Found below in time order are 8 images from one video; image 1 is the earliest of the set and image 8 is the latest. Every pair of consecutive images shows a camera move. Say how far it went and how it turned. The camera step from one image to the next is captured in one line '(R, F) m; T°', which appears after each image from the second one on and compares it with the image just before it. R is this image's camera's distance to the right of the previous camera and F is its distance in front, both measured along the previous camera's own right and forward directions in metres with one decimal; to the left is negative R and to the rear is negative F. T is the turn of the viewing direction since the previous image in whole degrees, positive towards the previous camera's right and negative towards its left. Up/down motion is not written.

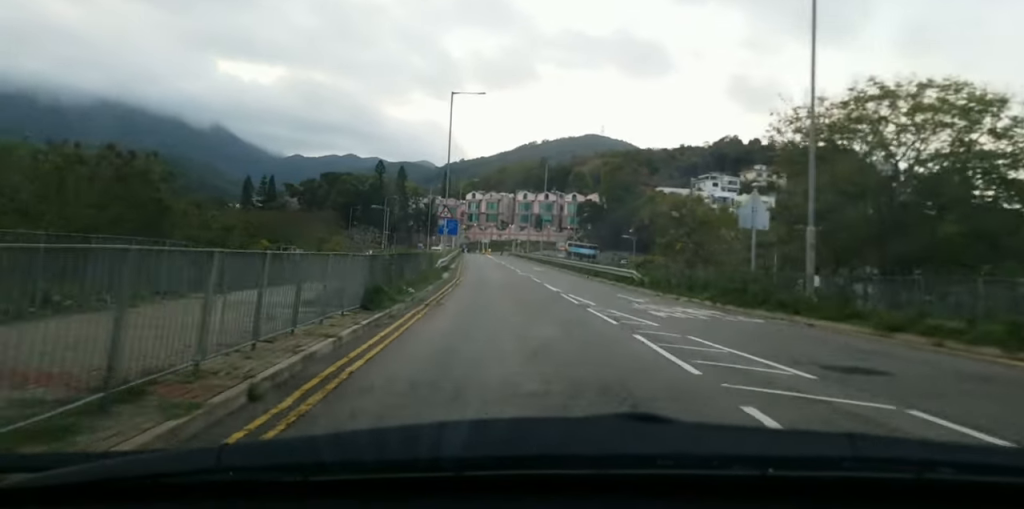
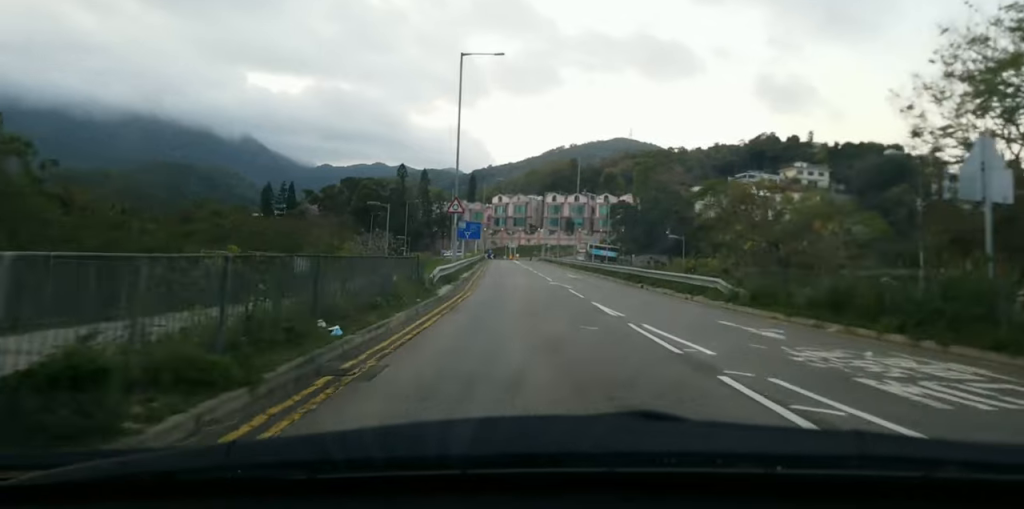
(+0.2, +11.4) m; -2°
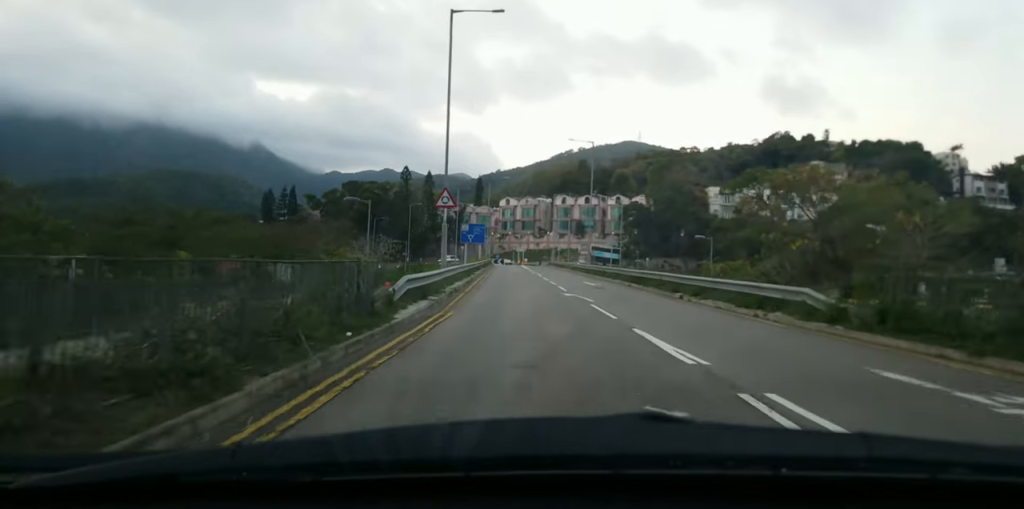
(-0.4, +7.6) m; -1°
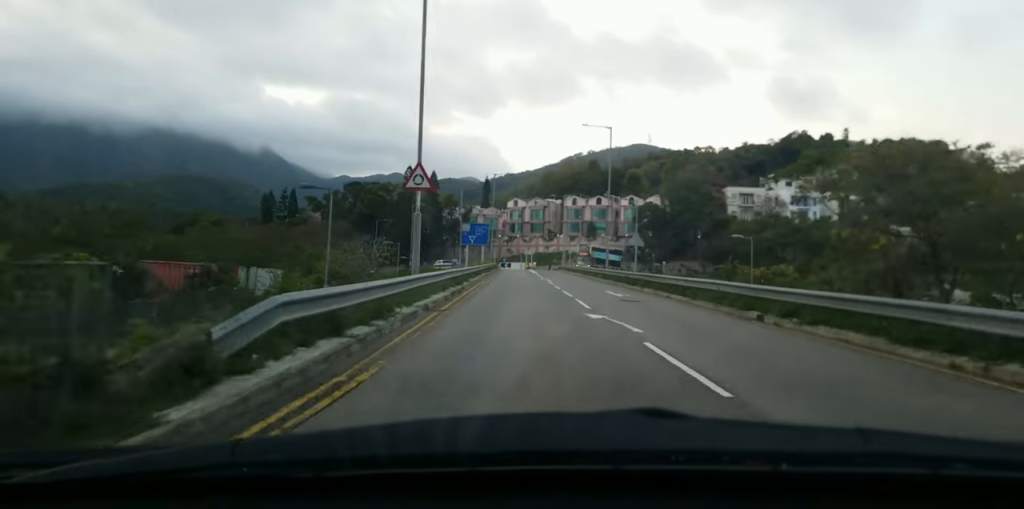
(-0.2, +9.1) m; -1°
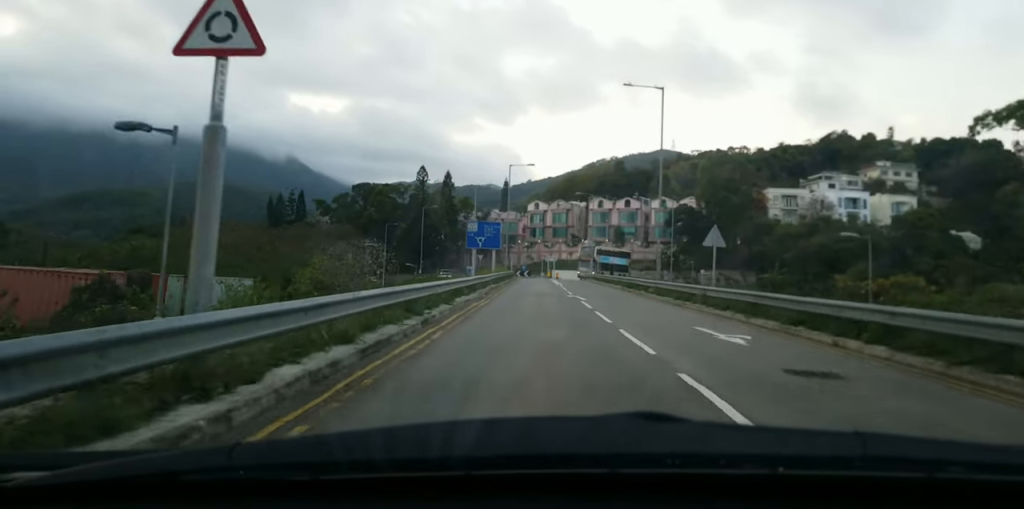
(+0.1, +14.8) m; 0°
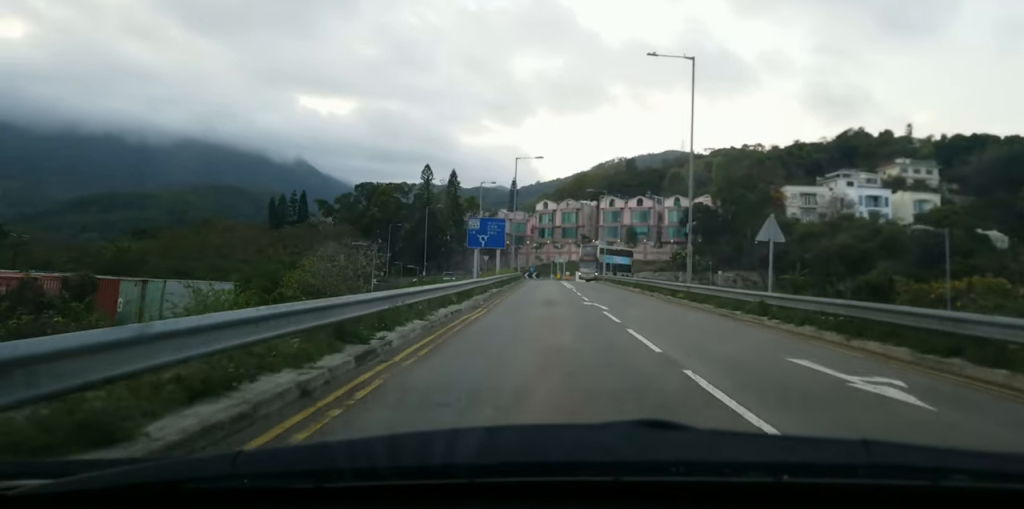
(-0.1, +6.3) m; 0°
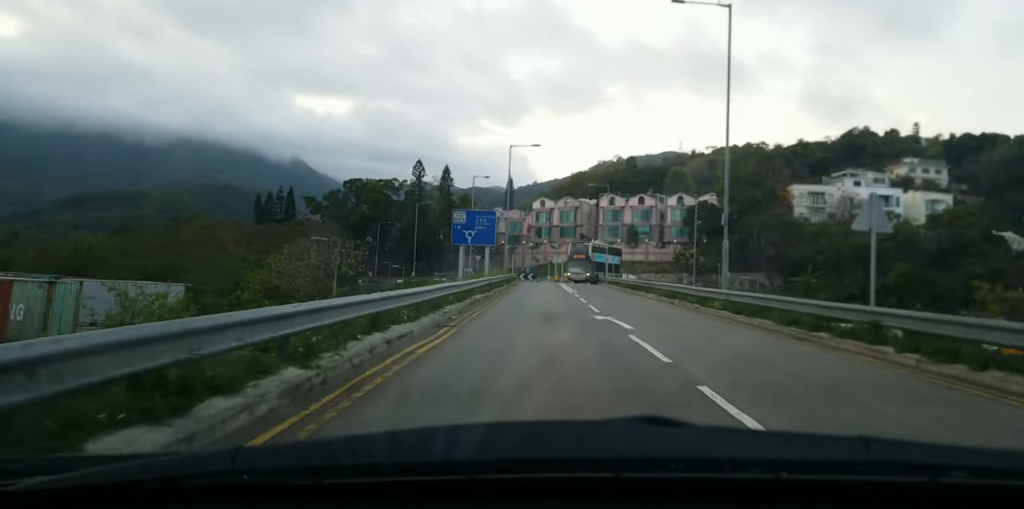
(+0.1, +7.2) m; 0°
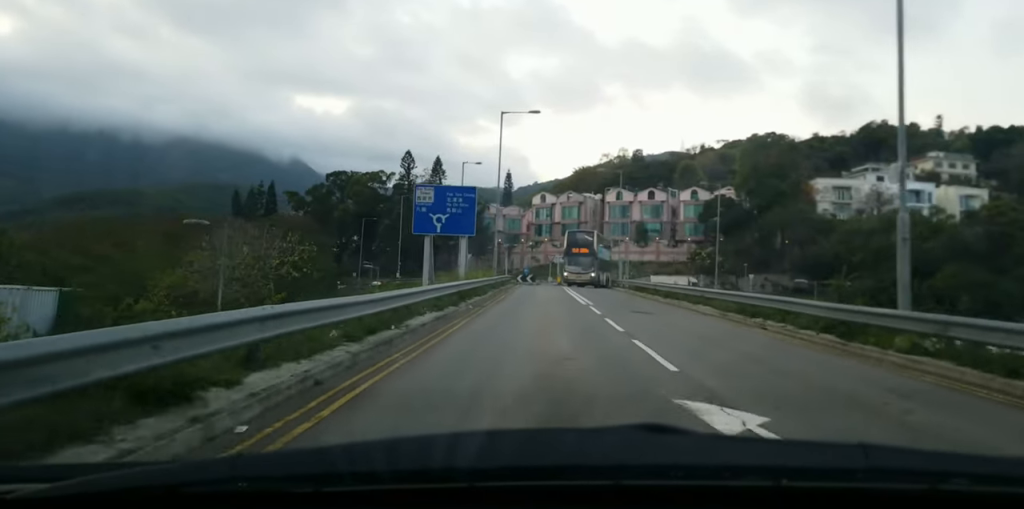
(-0.1, +13.2) m; -1°
